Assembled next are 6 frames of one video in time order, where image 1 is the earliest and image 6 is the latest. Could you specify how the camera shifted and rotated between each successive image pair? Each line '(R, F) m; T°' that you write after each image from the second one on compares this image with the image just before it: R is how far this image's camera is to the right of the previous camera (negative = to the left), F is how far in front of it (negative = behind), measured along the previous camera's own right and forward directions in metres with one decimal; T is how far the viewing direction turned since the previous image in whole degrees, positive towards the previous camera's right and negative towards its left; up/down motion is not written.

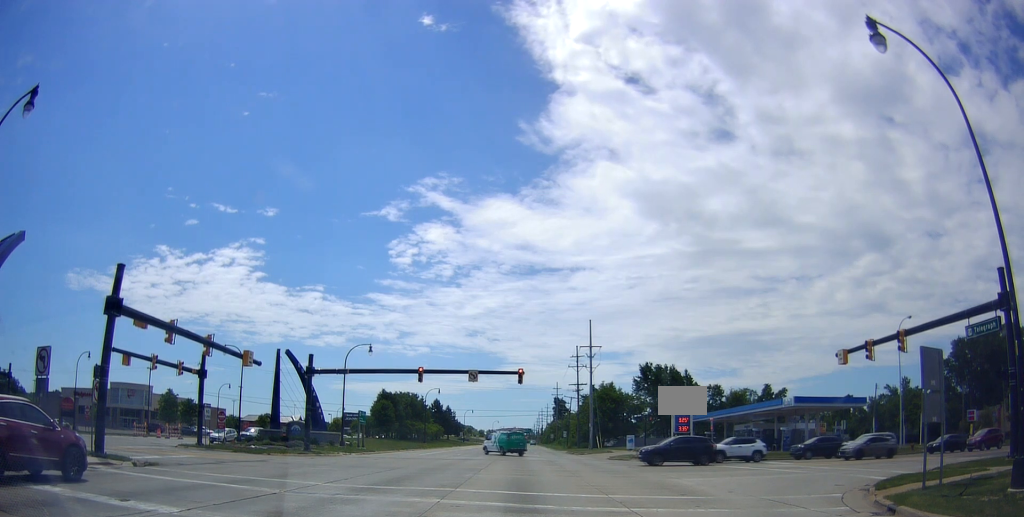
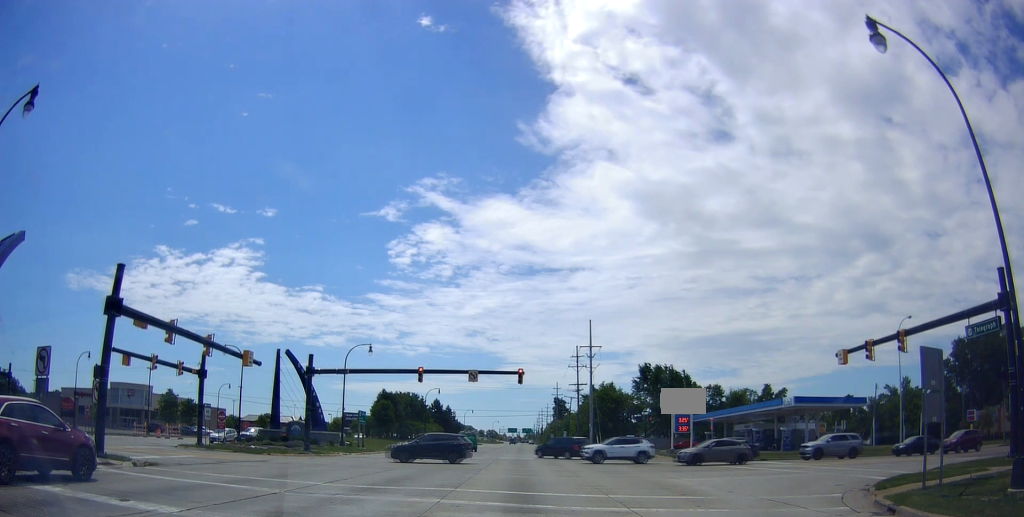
(0.0, 0.0) m; 0°
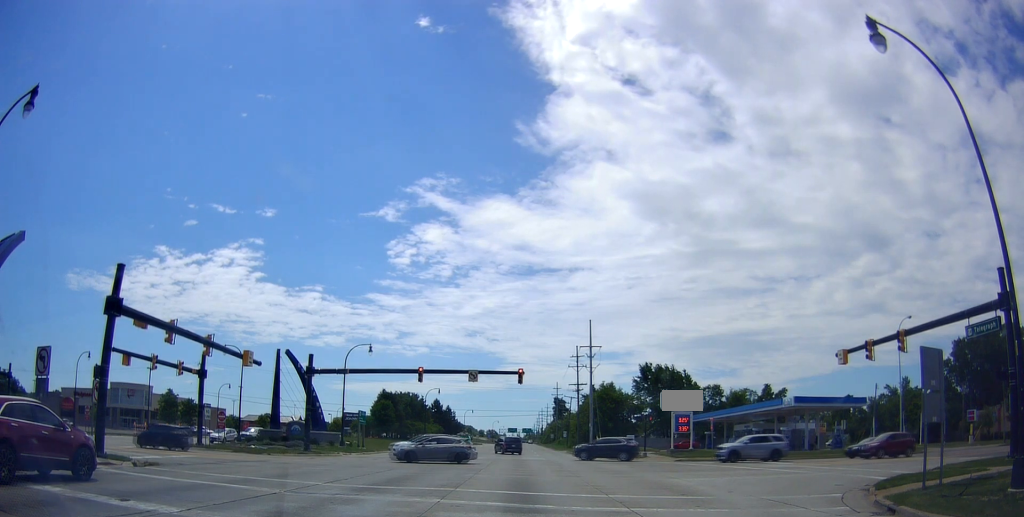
(0.0, 0.0) m; 0°
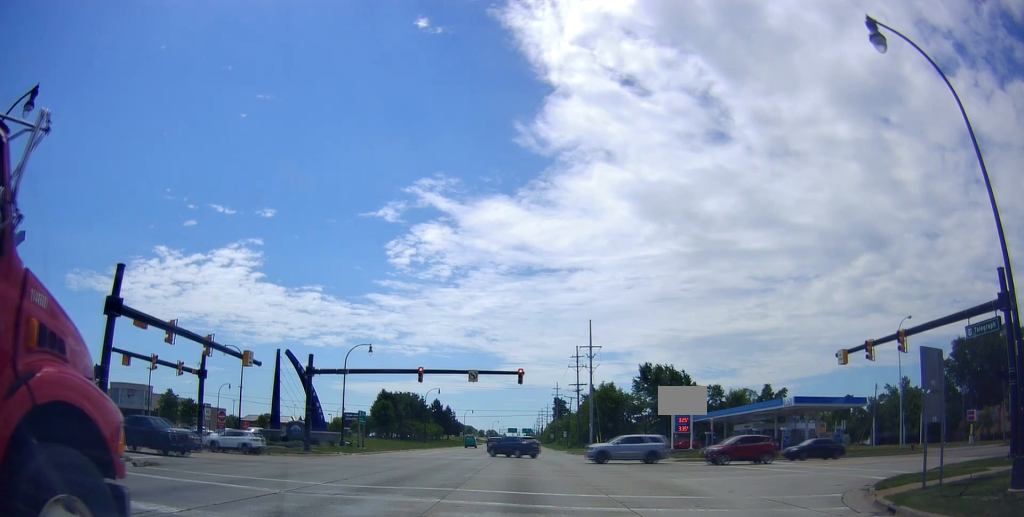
(0.0, 0.0) m; 0°
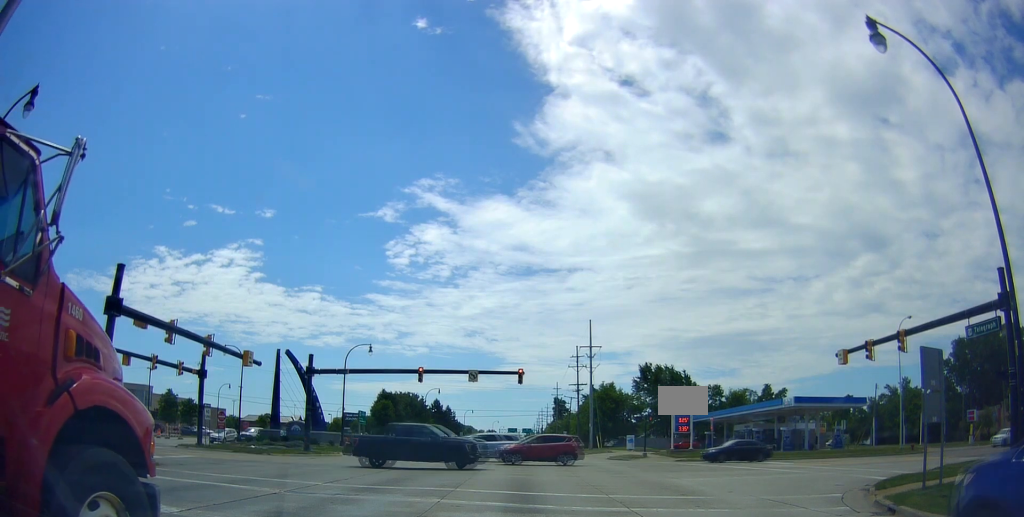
(0.0, 0.0) m; 0°
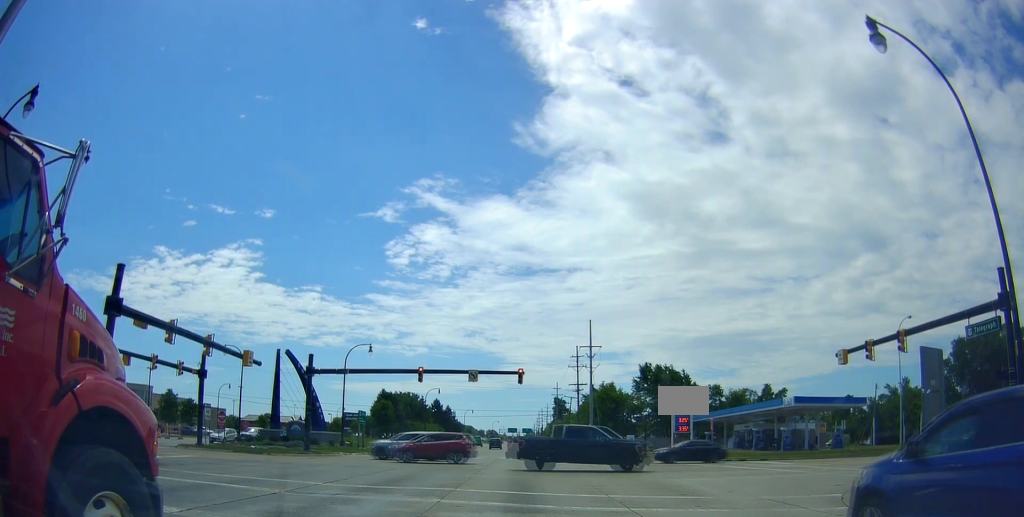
(0.0, 0.0) m; 0°
